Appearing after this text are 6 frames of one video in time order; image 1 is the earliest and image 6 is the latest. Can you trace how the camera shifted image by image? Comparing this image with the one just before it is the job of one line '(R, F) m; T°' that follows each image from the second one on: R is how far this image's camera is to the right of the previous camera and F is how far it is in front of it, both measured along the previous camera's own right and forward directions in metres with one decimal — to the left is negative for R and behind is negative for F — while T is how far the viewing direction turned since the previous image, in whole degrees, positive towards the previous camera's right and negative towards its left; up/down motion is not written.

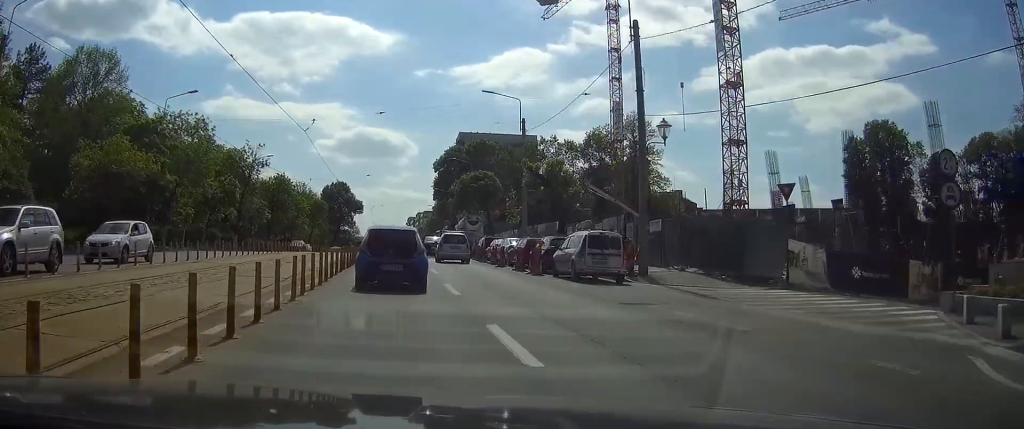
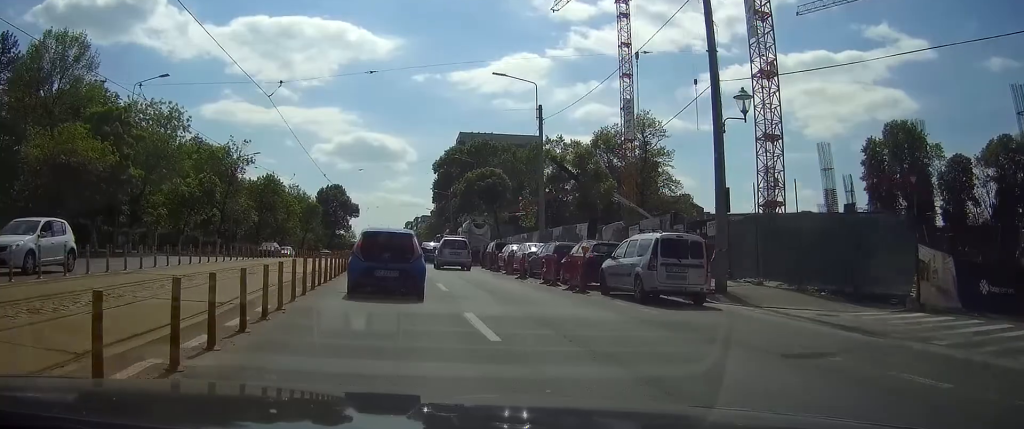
(-0.1, +6.6) m; 0°
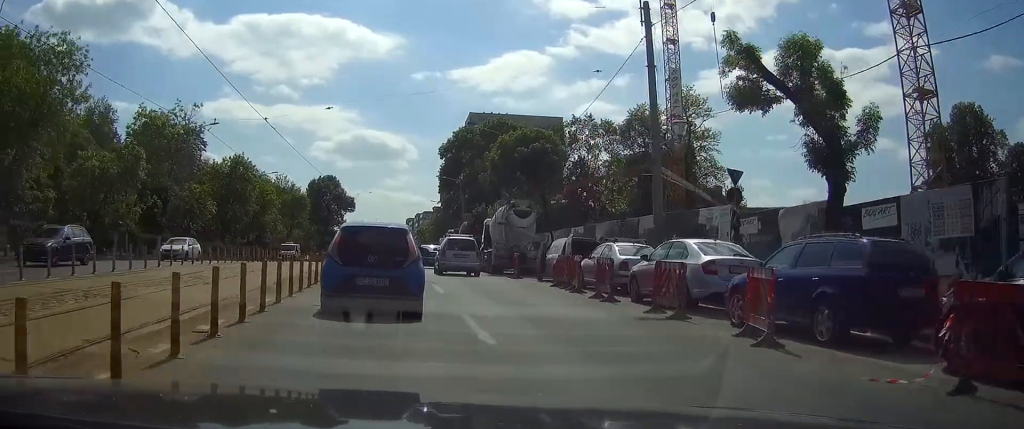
(+0.2, +18.6) m; +1°
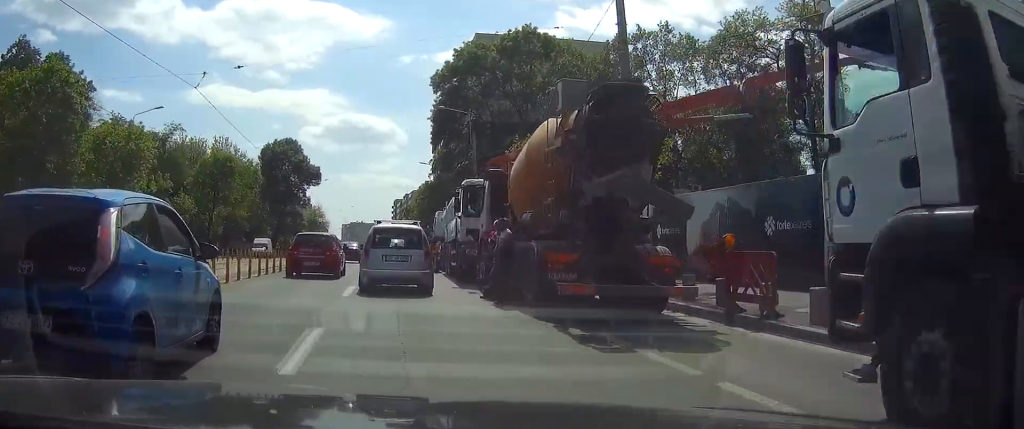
(+1.1, +38.0) m; +1°
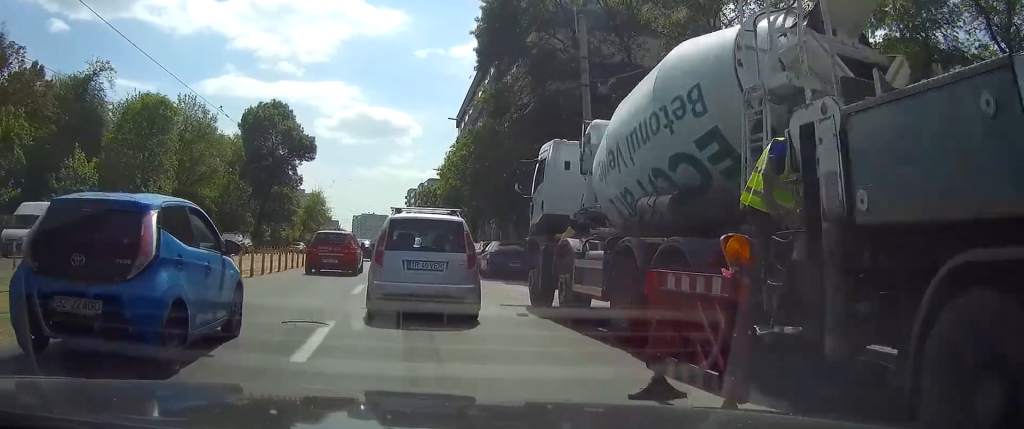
(-1.0, +26.8) m; -2°
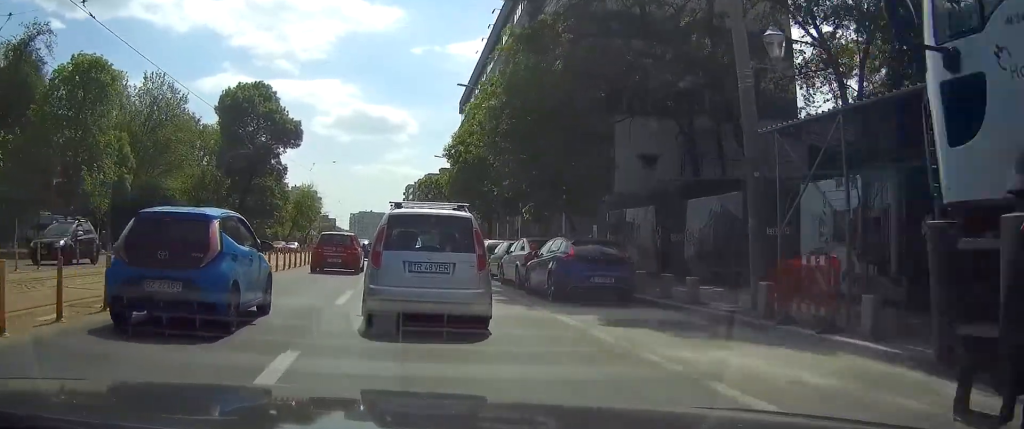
(0.0, +11.9) m; 0°
